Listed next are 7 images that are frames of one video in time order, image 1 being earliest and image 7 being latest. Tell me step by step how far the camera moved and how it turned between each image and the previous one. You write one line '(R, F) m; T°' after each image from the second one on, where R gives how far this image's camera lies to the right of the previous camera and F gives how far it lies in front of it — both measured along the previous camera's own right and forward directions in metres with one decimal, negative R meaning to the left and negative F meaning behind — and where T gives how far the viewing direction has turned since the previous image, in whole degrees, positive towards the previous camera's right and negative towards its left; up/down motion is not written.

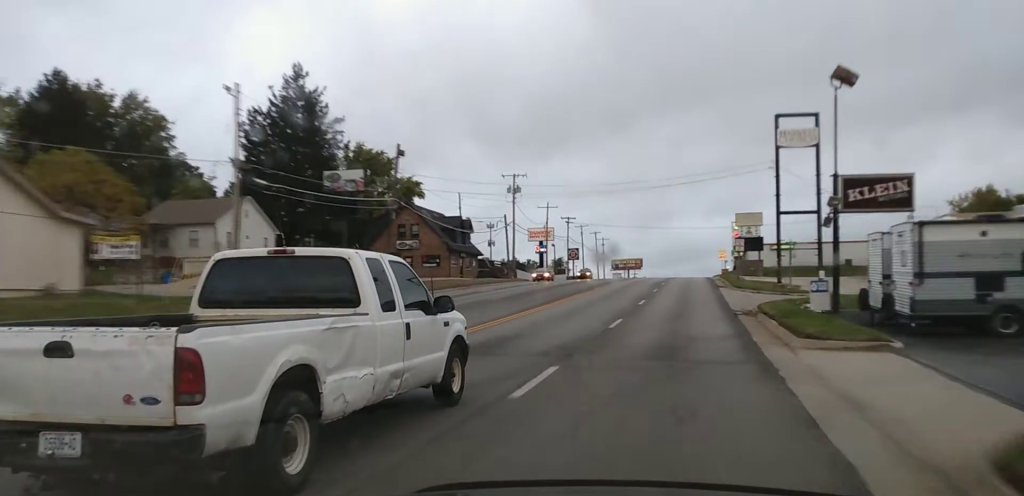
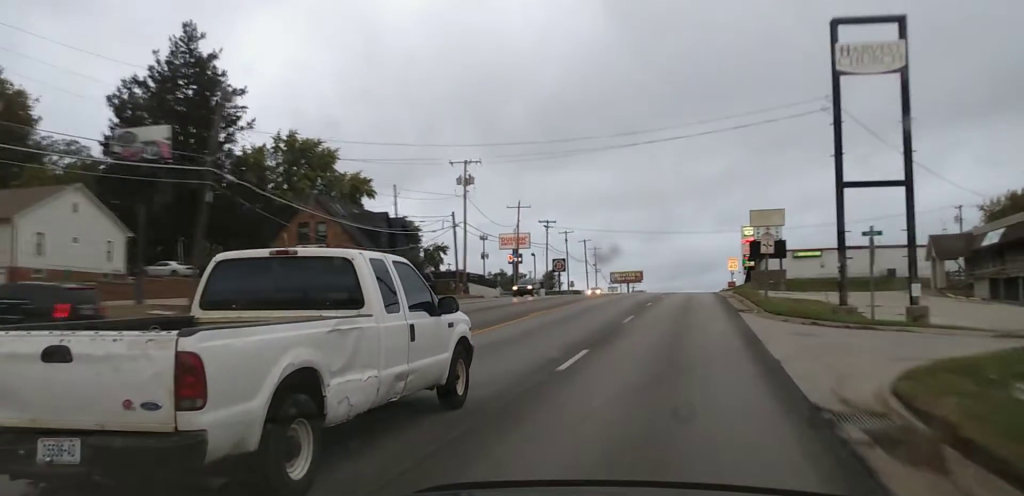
(-0.3, +20.7) m; -1°
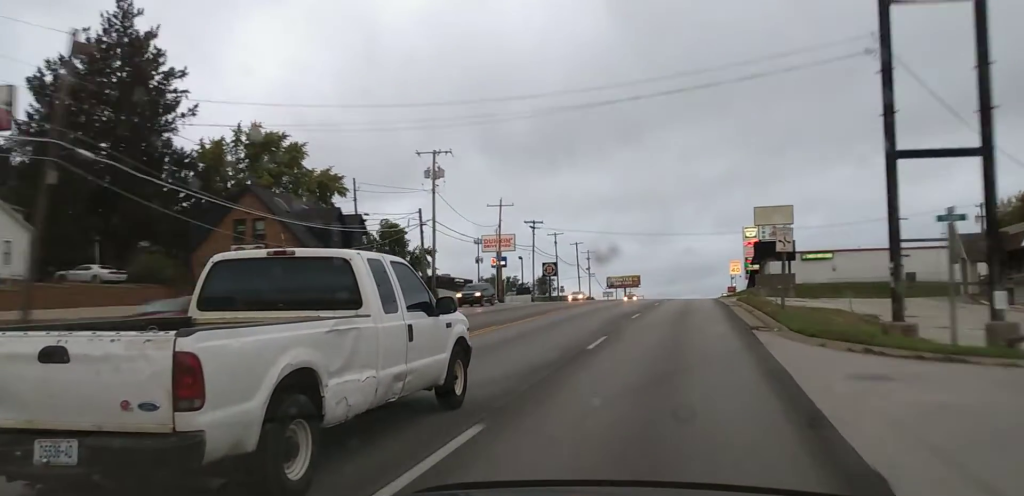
(-0.2, +8.3) m; 0°
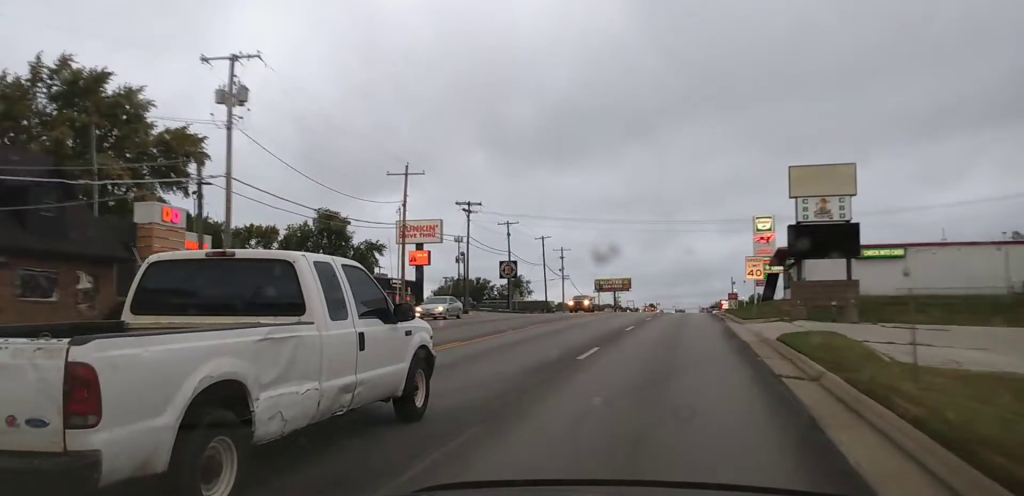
(-0.3, +26.8) m; -1°
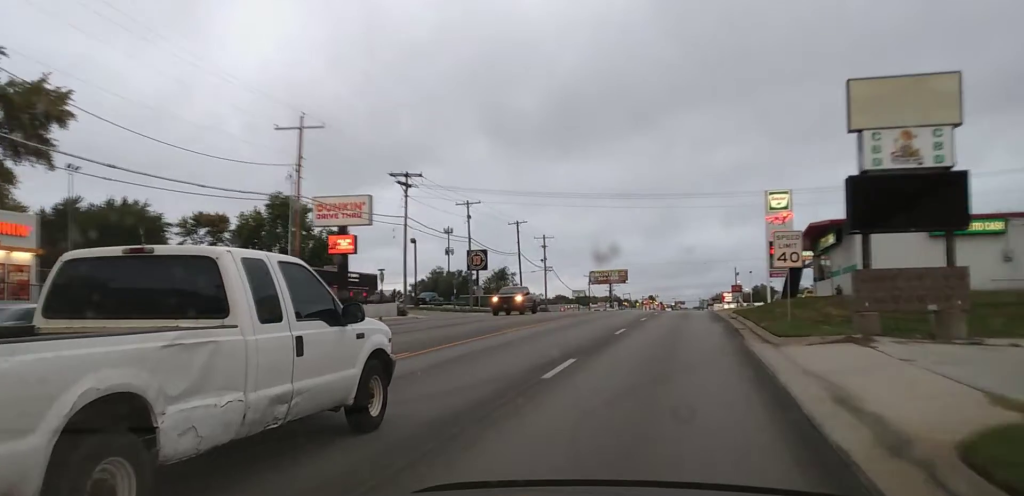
(0.0, +17.5) m; +1°
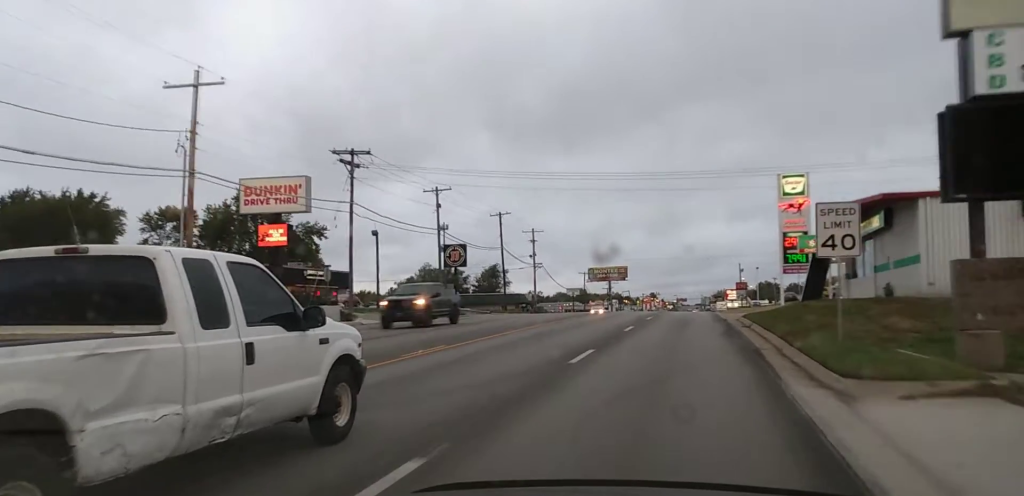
(+0.3, +9.6) m; 0°
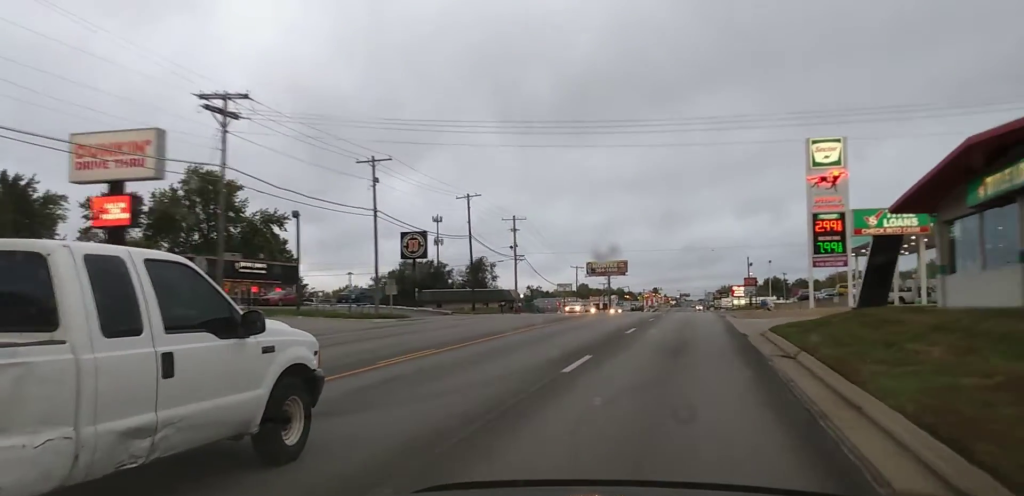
(-0.2, +12.5) m; -3°
